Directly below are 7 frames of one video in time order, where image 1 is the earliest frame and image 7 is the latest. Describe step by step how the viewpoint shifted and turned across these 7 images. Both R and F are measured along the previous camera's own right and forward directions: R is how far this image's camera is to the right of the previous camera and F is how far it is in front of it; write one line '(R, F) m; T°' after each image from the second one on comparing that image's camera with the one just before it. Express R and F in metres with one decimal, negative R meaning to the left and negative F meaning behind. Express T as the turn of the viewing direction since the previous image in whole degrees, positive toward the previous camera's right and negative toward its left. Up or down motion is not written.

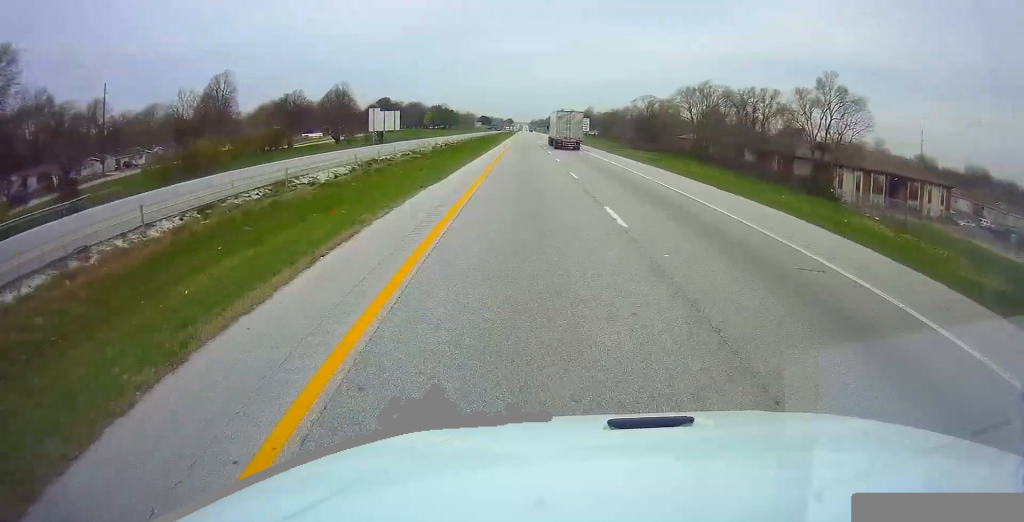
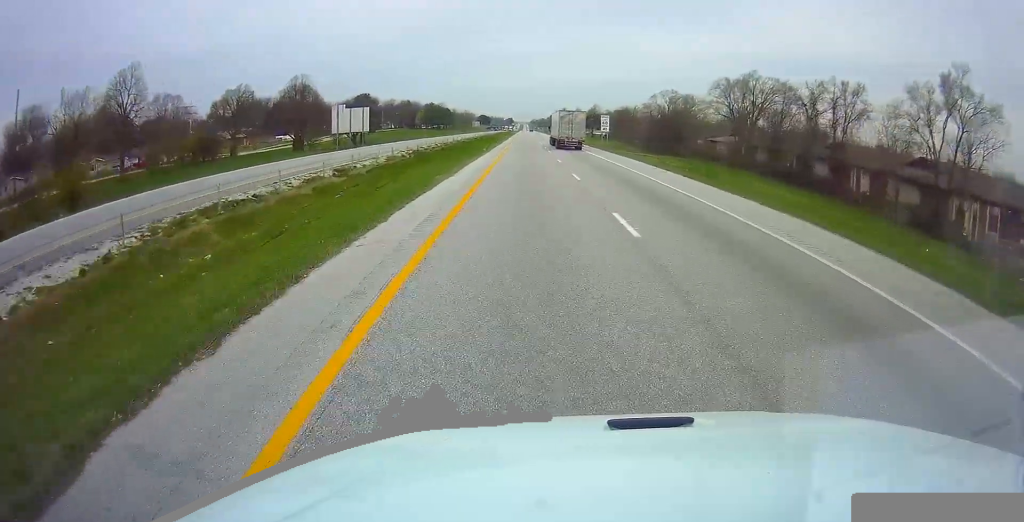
(0.0, +25.6) m; 0°
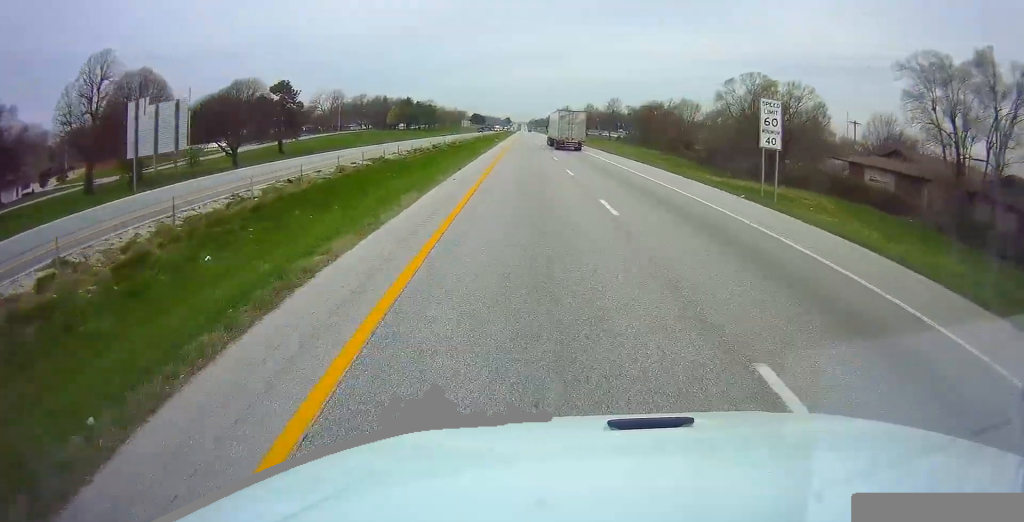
(0.0, +58.0) m; 0°
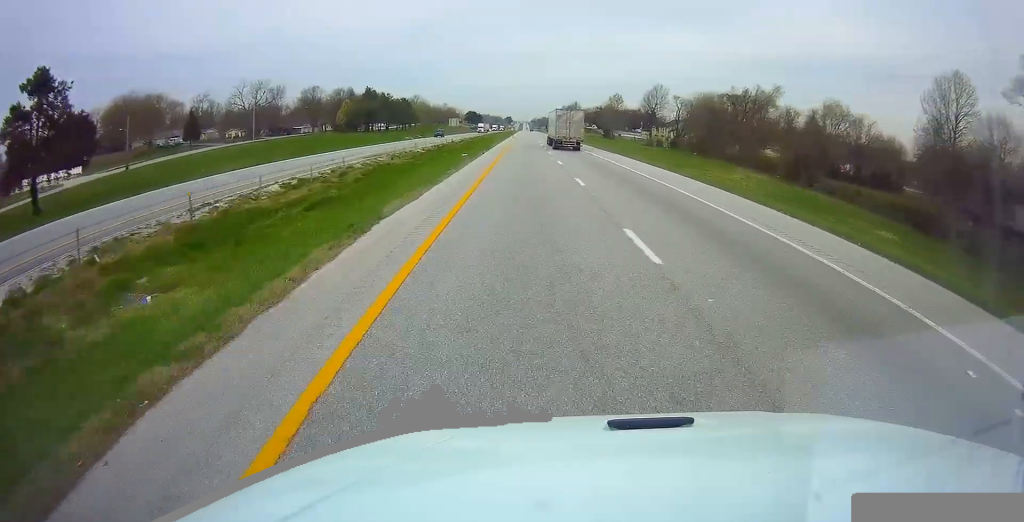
(0.0, +65.7) m; 0°
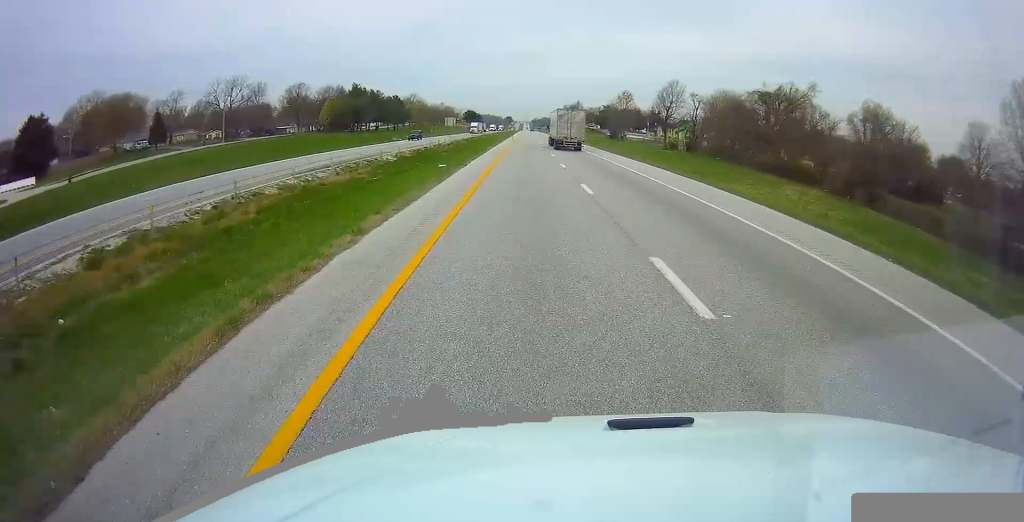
(0.0, +14.8) m; 0°
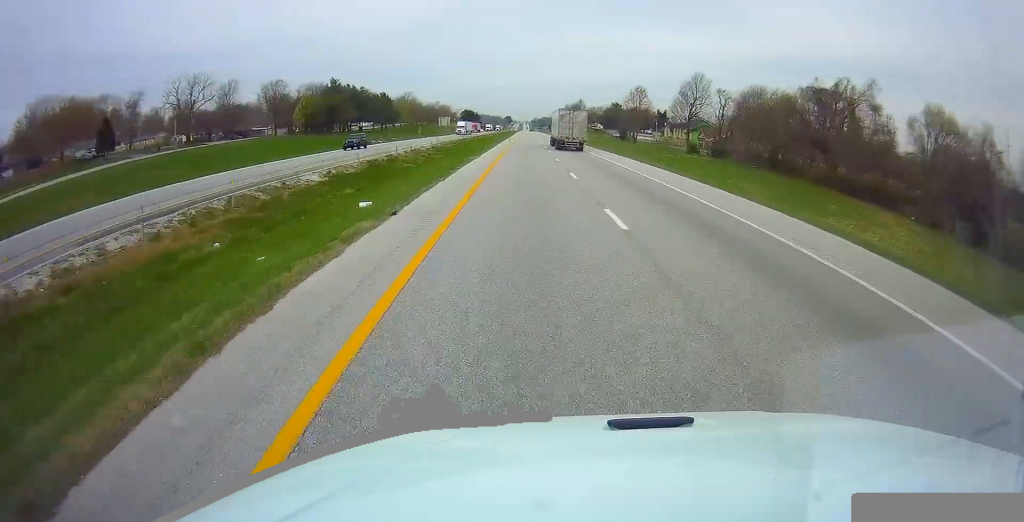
(0.0, +18.8) m; 0°
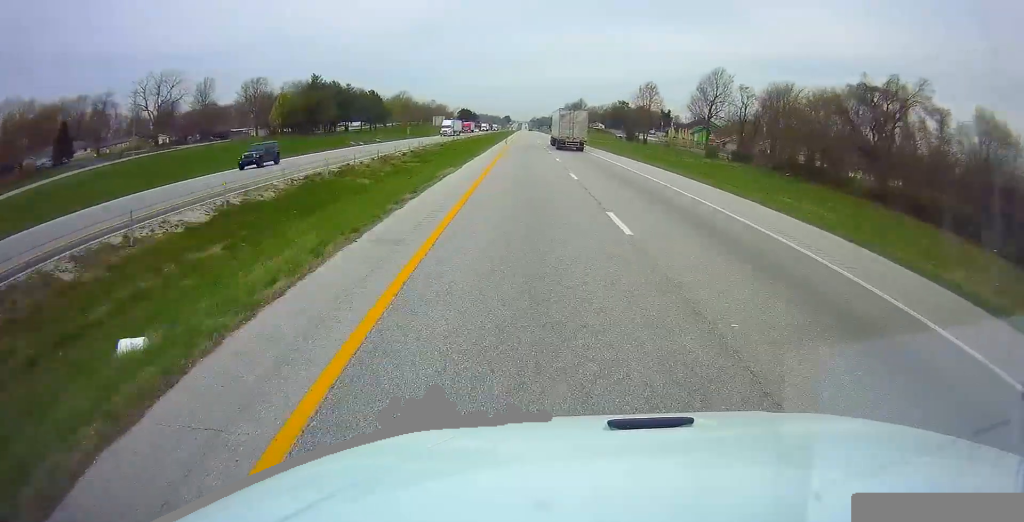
(0.0, +12.8) m; 0°
